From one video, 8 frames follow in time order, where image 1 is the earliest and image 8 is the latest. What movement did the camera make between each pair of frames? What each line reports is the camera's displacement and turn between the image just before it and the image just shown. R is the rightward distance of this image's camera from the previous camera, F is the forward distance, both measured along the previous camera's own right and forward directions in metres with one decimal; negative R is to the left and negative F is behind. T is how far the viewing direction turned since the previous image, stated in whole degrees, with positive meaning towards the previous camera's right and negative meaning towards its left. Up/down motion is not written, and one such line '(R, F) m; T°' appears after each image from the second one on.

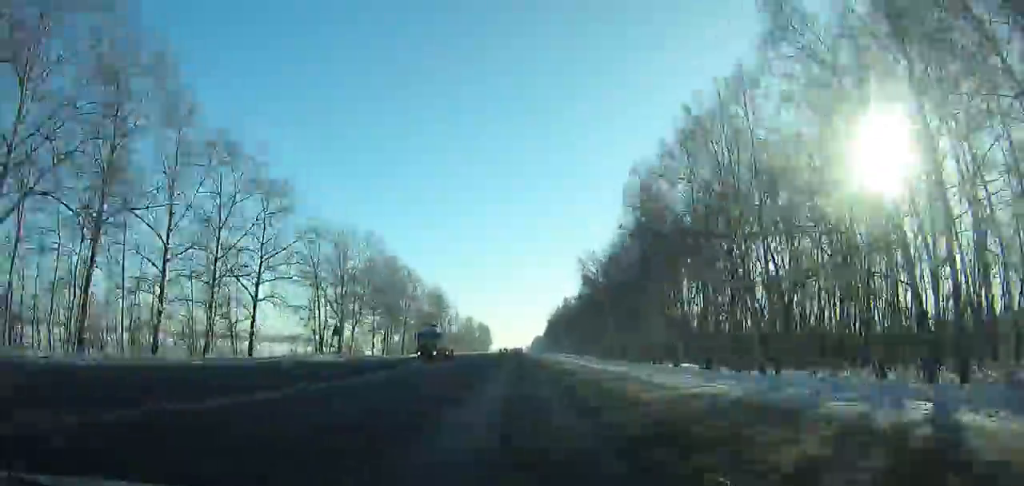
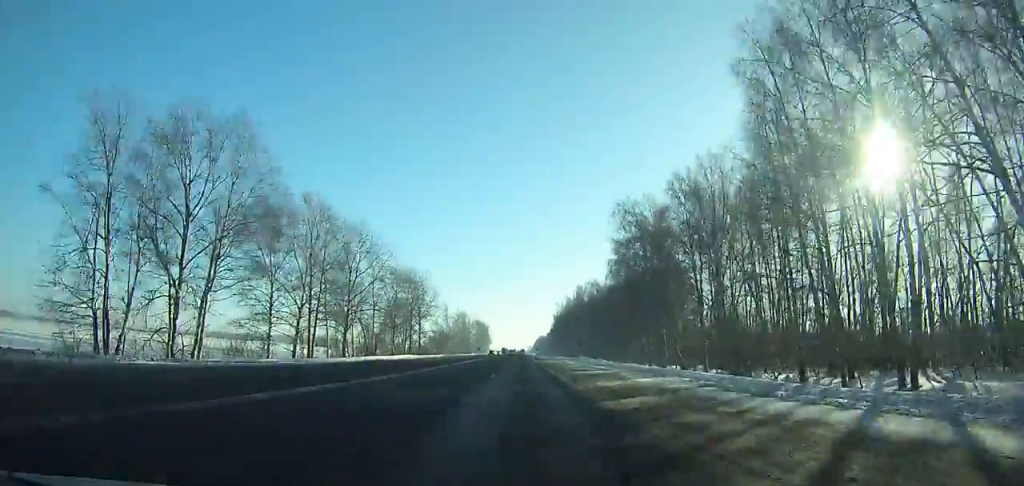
(-0.2, +44.4) m; 0°
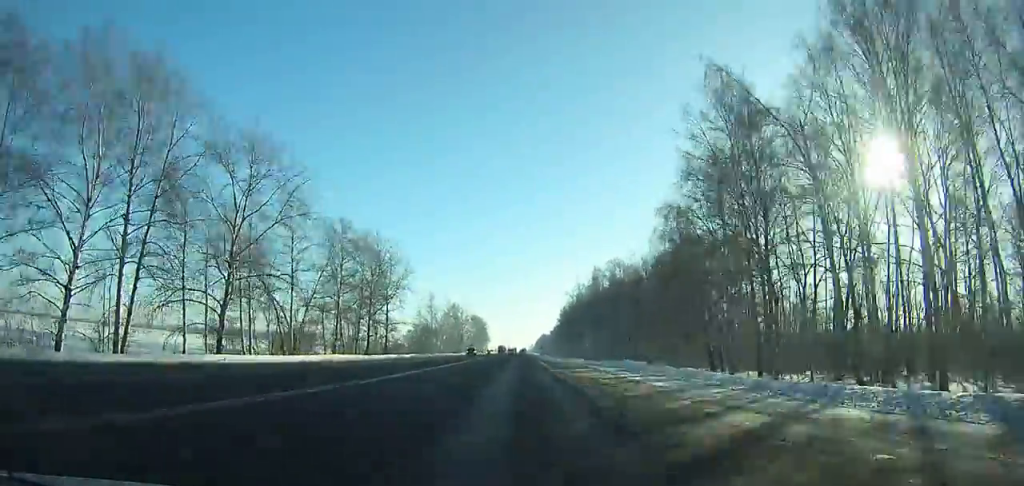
(+0.1, +36.9) m; 0°
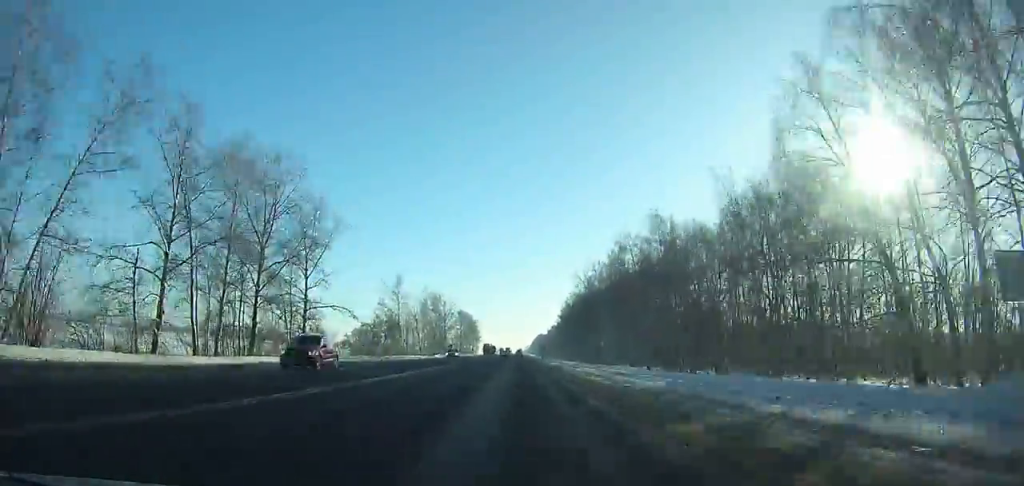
(+0.1, +39.5) m; 0°
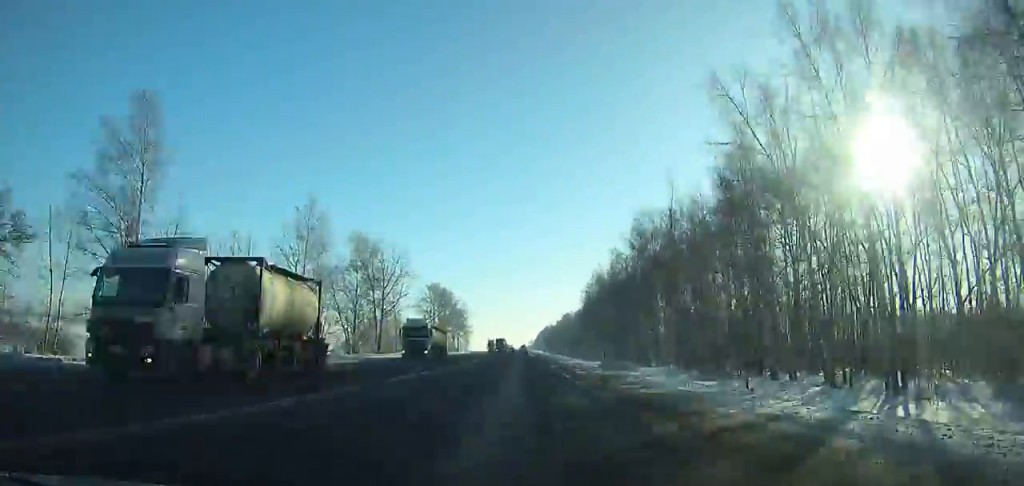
(-0.1, +90.5) m; 0°
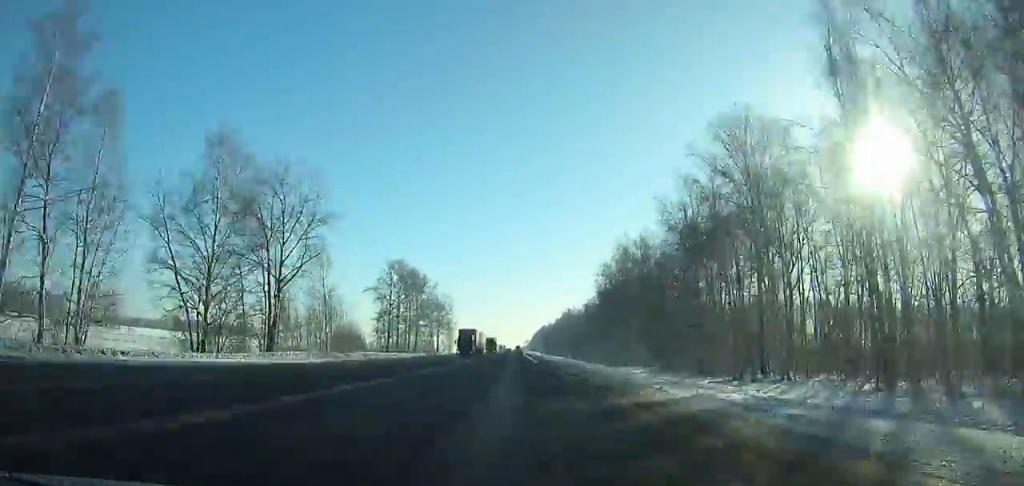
(+0.1, +42.9) m; 0°
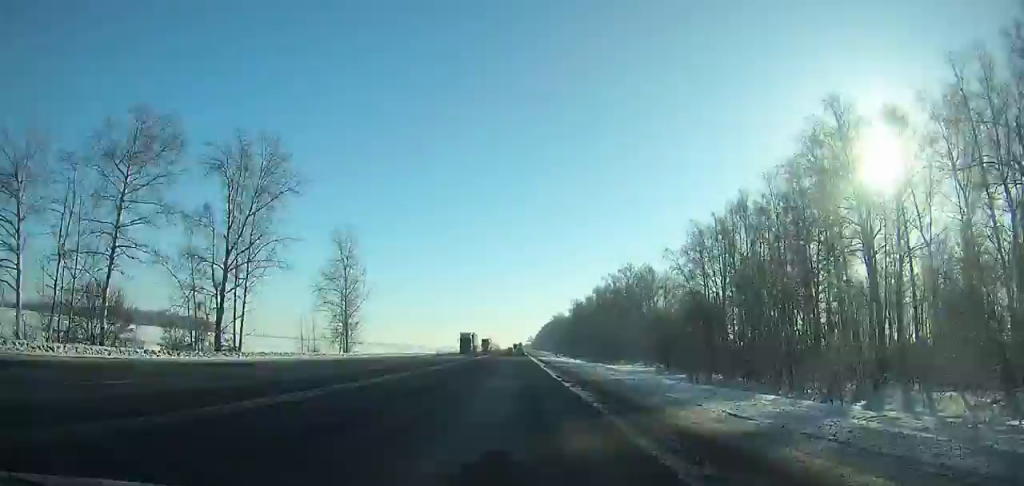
(+0.1, +134.7) m; 0°
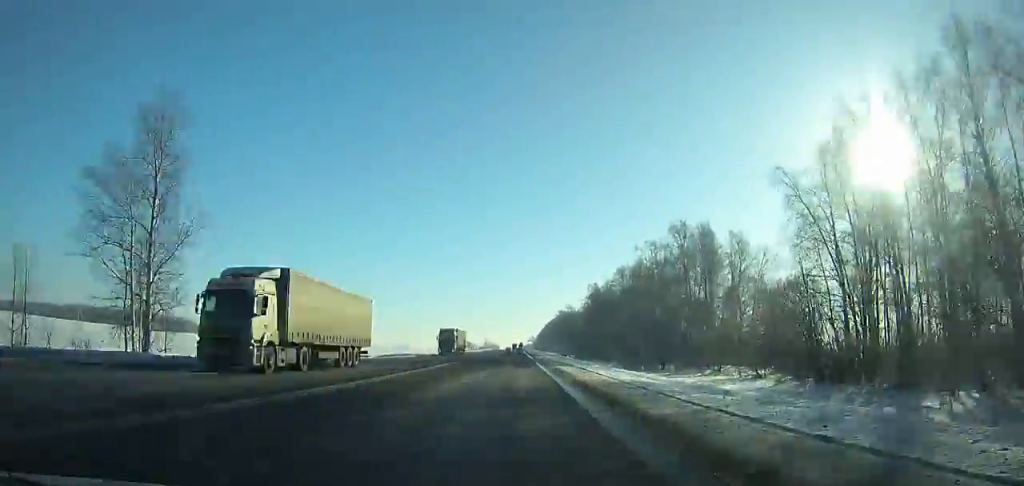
(-0.1, +48.6) m; 0°
